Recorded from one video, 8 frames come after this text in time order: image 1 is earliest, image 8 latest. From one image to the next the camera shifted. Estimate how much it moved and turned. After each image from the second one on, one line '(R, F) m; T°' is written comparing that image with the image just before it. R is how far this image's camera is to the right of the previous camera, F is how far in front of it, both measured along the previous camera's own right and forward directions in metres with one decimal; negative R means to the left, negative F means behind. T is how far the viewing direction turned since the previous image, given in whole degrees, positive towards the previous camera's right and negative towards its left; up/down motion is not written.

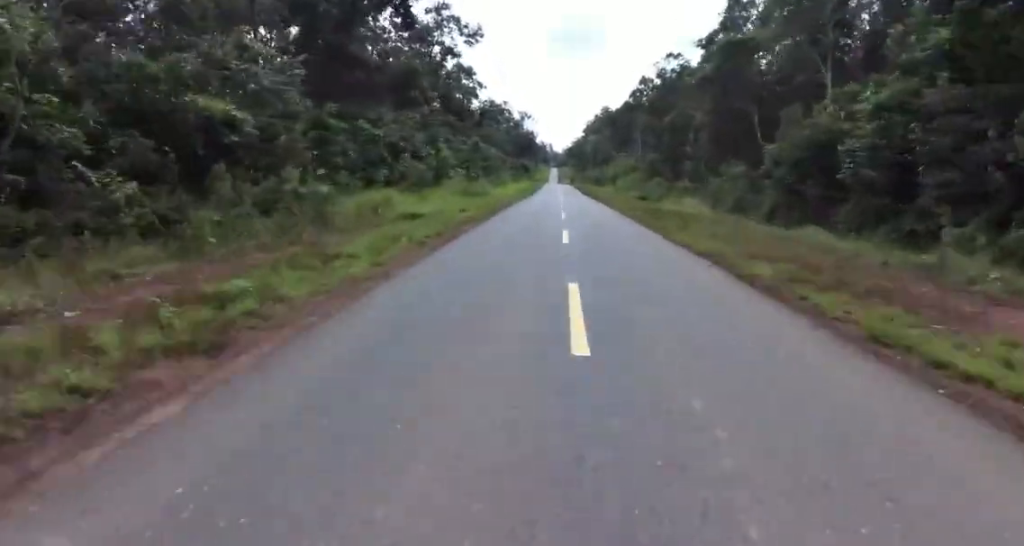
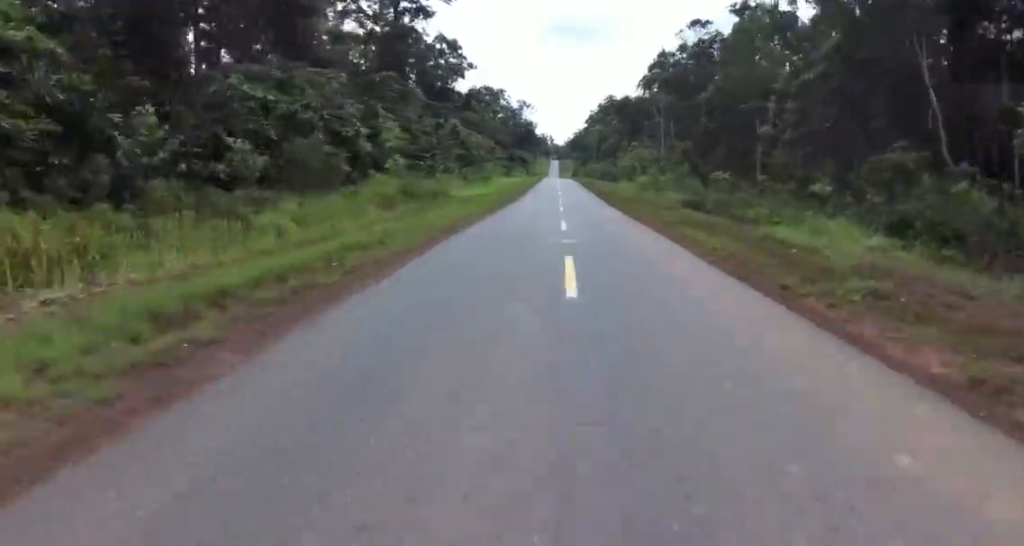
(+0.2, +22.4) m; 0°
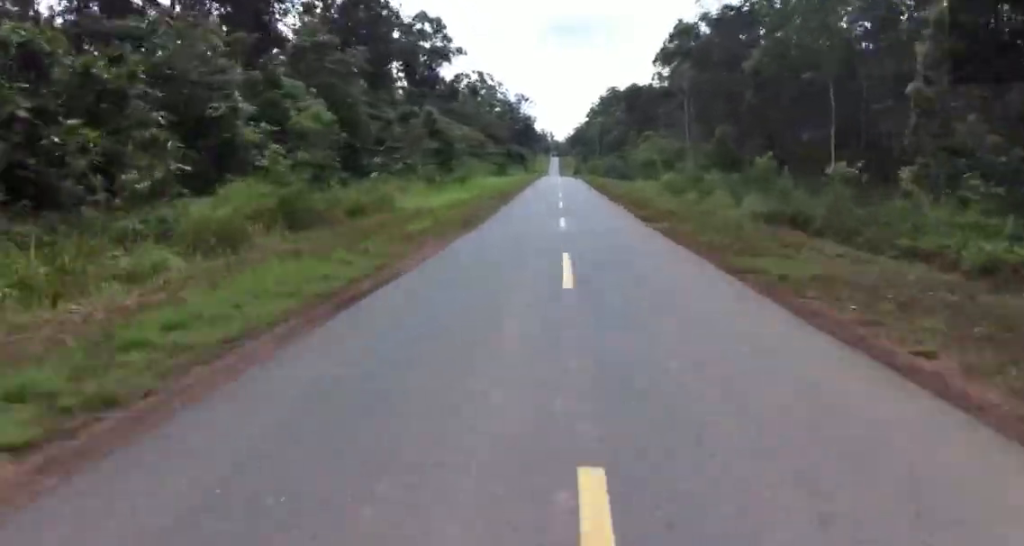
(-0.2, +15.4) m; -1°
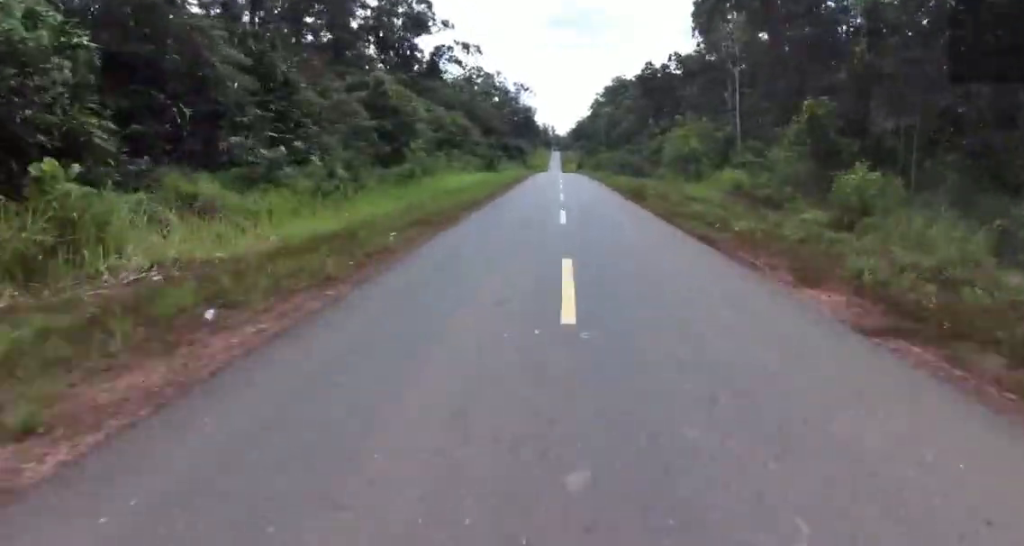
(-0.1, +20.0) m; 0°
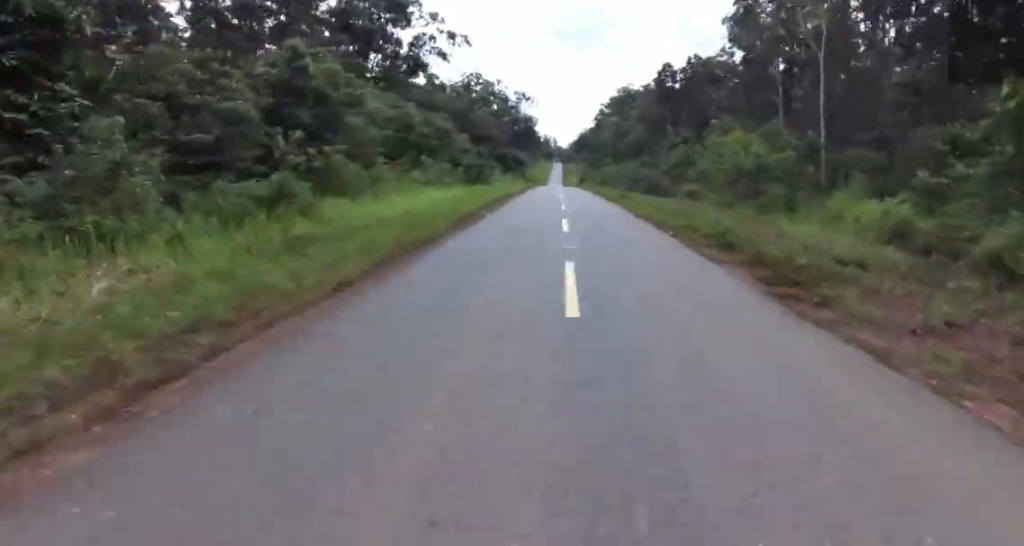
(0.0, +16.0) m; 0°
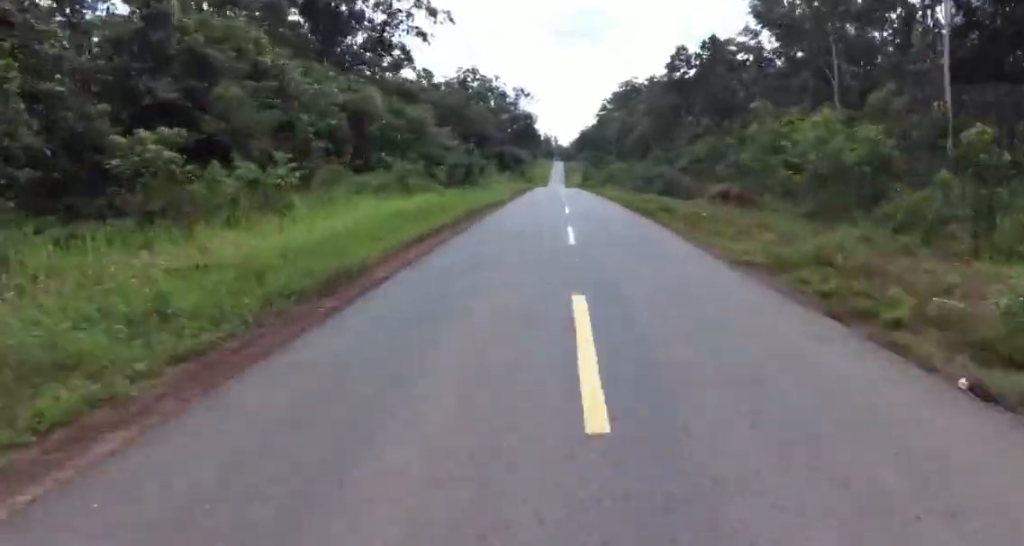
(0.0, +11.2) m; 0°
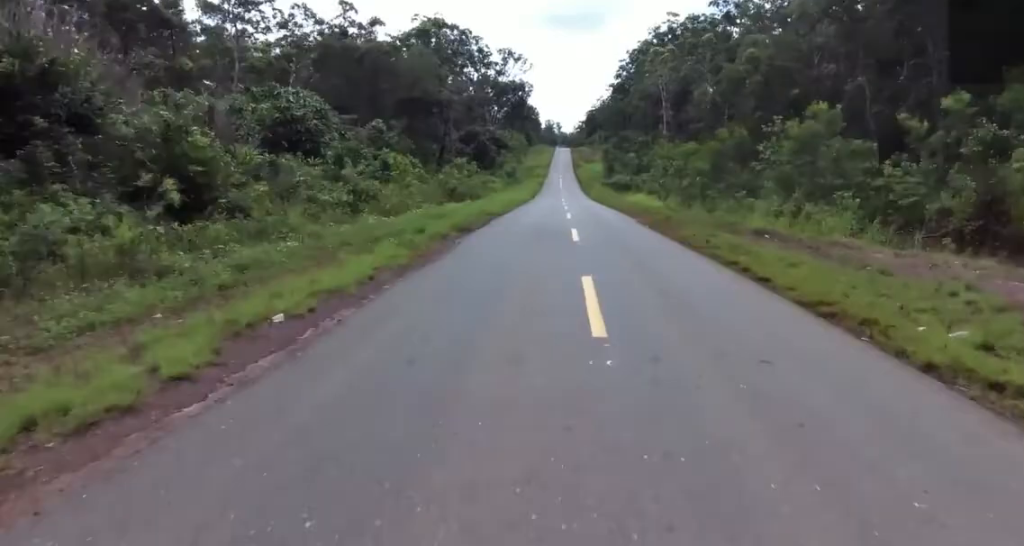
(0.0, +72.6) m; 0°
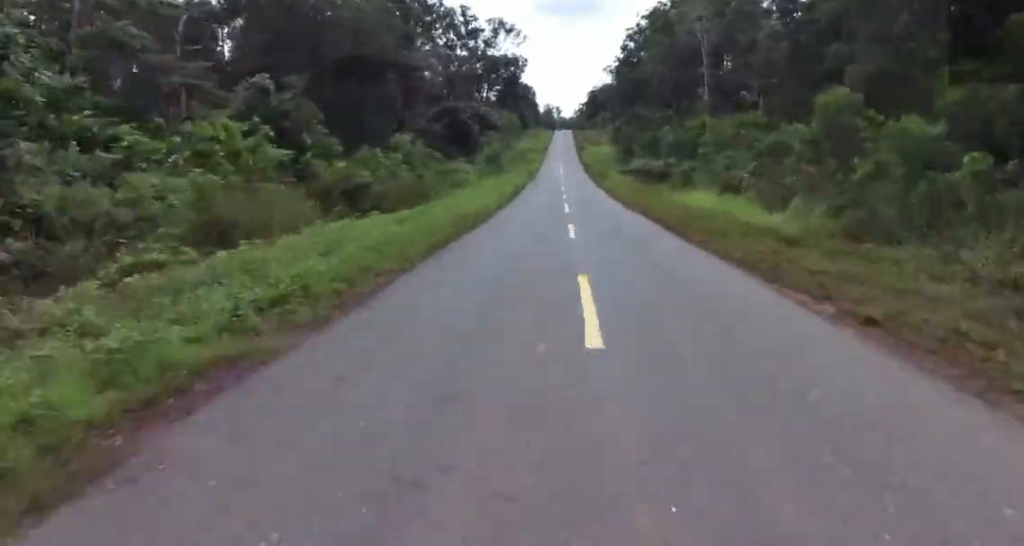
(0.0, +26.2) m; 0°
